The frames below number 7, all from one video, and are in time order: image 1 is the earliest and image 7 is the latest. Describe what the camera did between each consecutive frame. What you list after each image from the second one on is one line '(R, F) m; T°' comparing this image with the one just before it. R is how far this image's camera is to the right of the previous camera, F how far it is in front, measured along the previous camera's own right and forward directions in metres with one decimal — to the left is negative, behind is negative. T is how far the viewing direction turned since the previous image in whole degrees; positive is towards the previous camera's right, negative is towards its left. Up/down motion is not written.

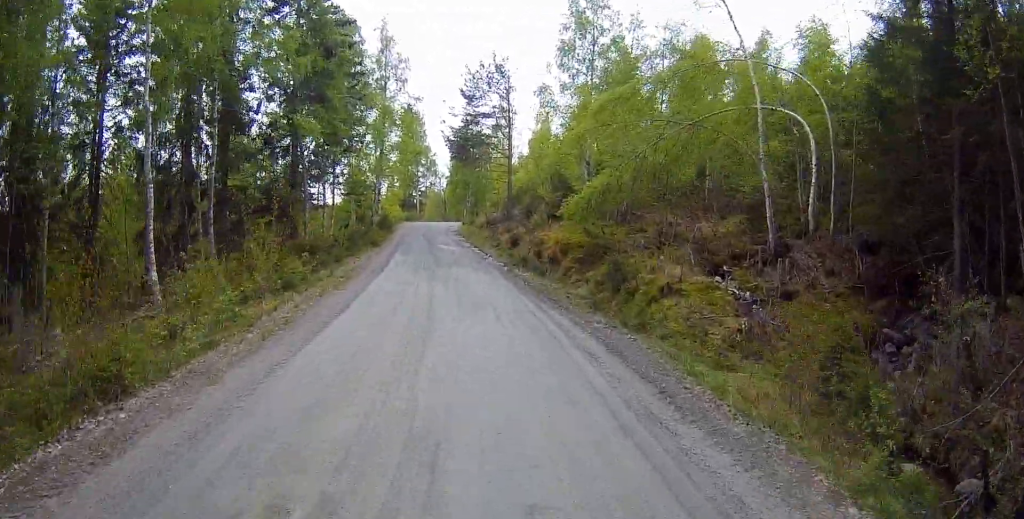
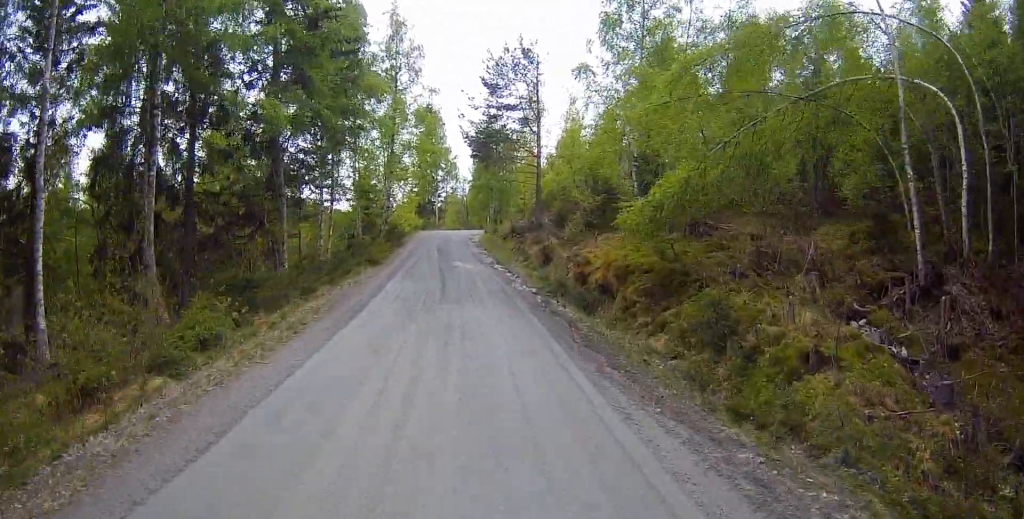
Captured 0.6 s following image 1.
(-0.1, +6.4) m; -3°
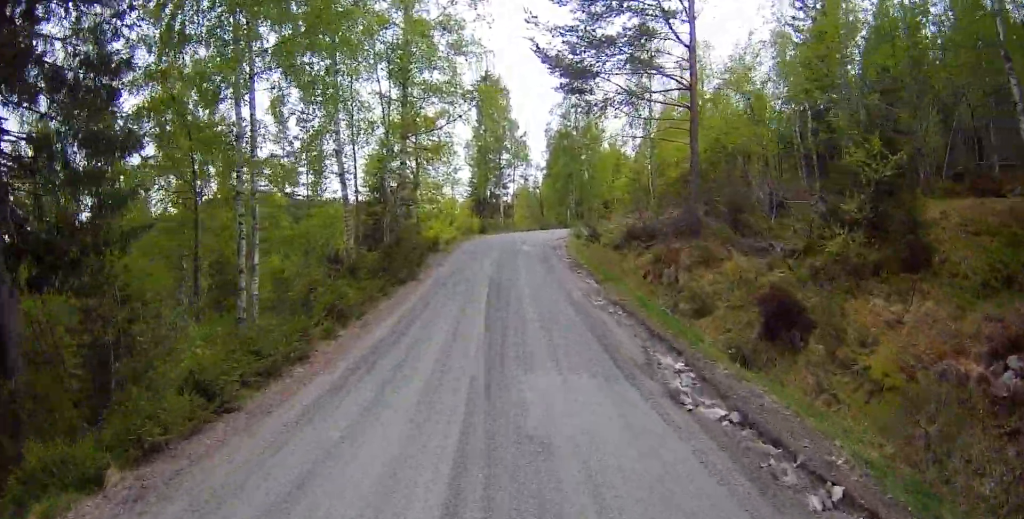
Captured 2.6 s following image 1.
(-1.0, +20.6) m; -3°
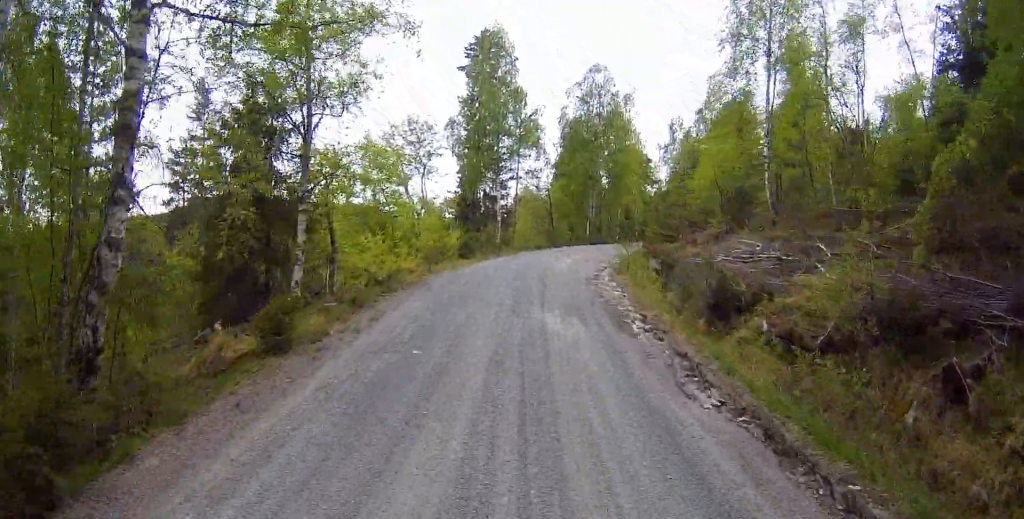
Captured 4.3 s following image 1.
(0.0, +18.4) m; 0°
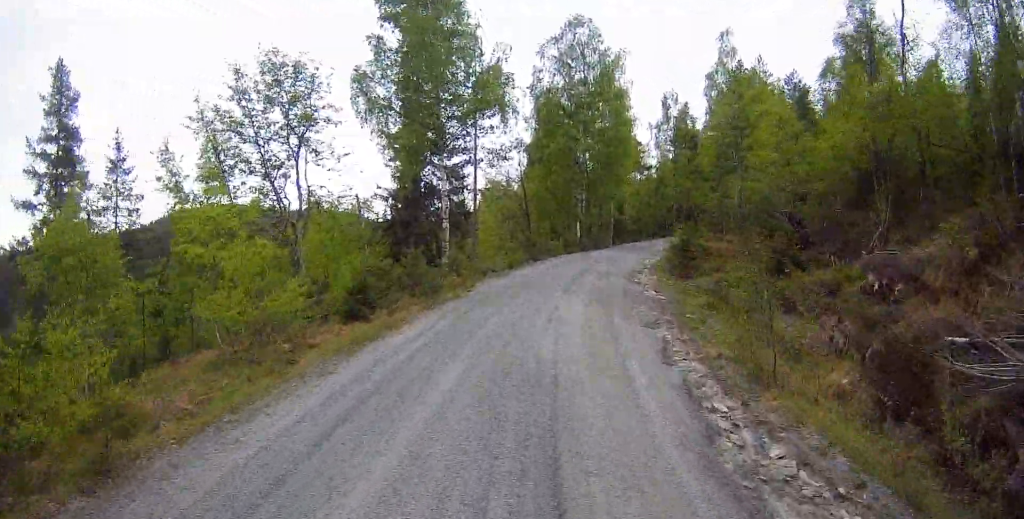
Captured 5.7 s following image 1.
(+0.1, +14.7) m; +2°
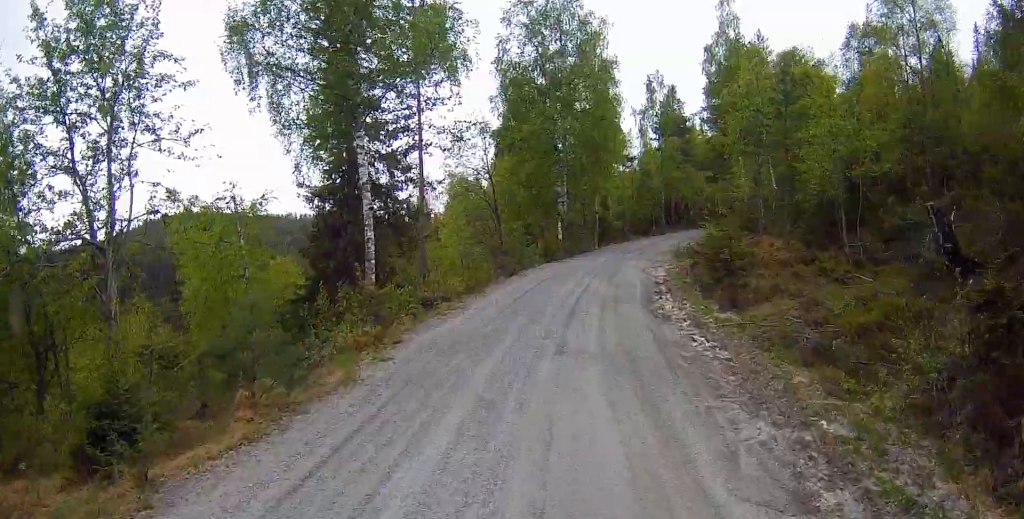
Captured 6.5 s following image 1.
(0.0, +8.0) m; +3°
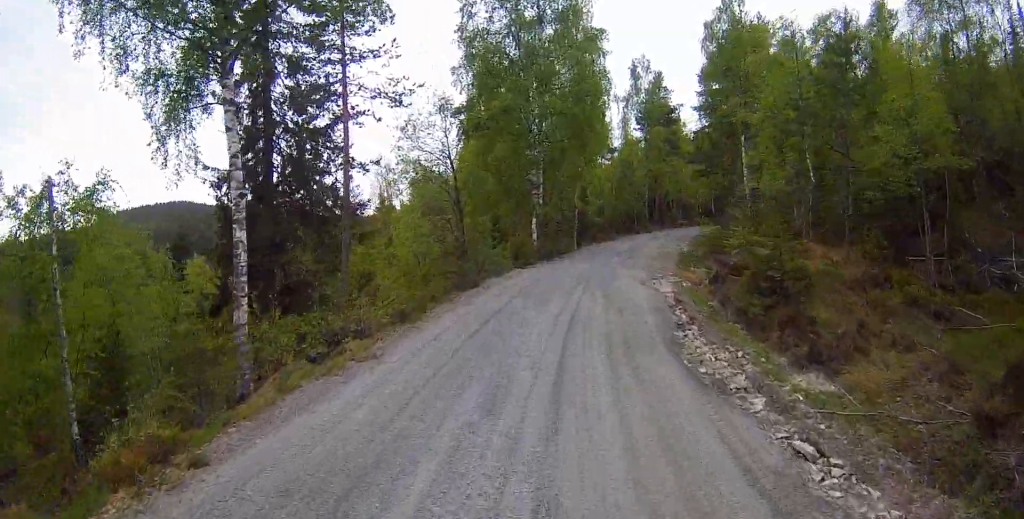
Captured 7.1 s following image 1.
(+0.3, +6.0) m; +3°
